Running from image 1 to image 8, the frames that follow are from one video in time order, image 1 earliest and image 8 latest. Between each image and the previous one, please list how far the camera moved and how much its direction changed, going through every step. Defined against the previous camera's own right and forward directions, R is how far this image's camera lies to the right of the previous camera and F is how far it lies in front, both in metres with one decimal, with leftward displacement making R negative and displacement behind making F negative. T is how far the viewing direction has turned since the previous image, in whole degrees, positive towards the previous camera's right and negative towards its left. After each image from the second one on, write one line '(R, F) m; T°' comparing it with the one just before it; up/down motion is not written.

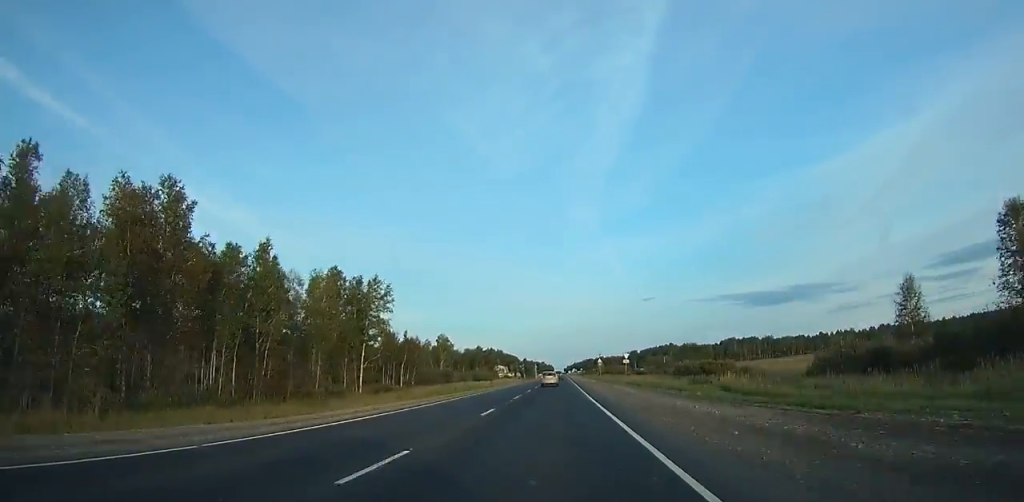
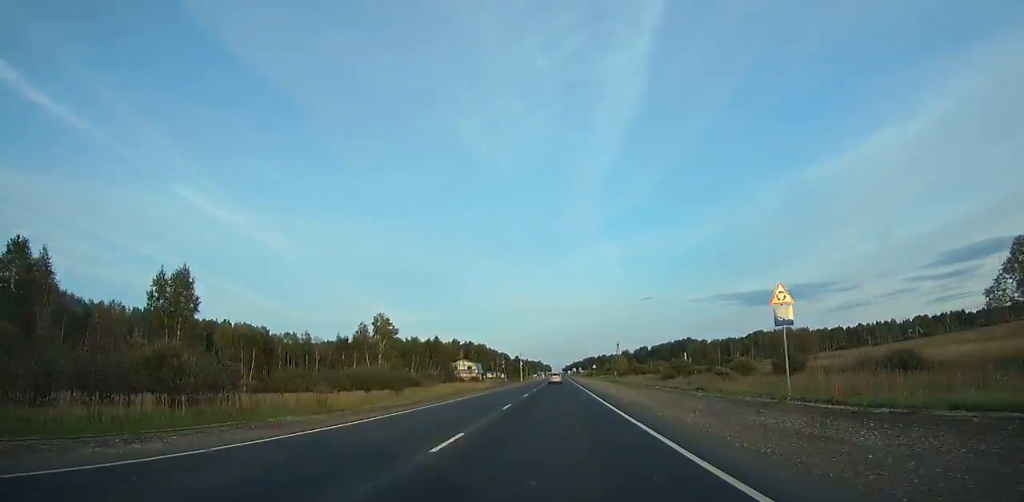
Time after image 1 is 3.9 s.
(-4.0, +90.8) m; 0°
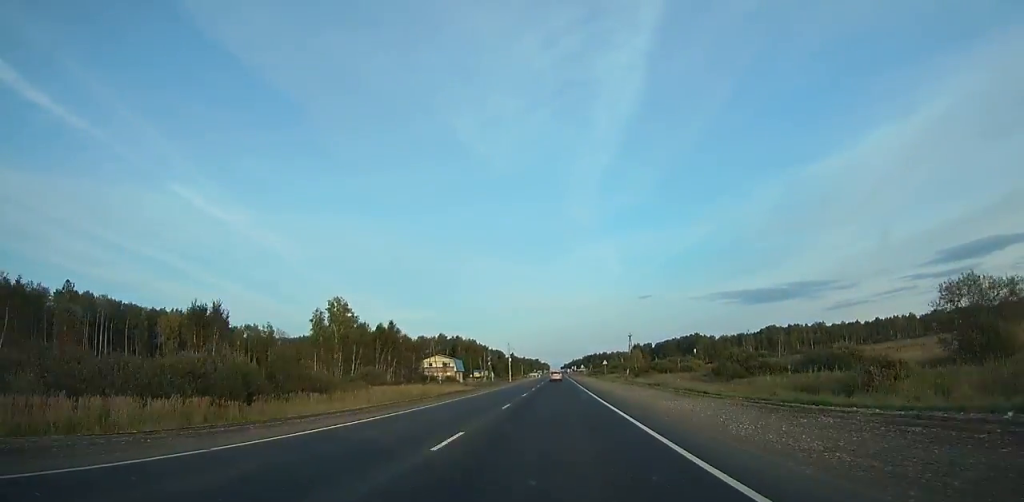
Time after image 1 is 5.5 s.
(+1.0, +36.7) m; +2°
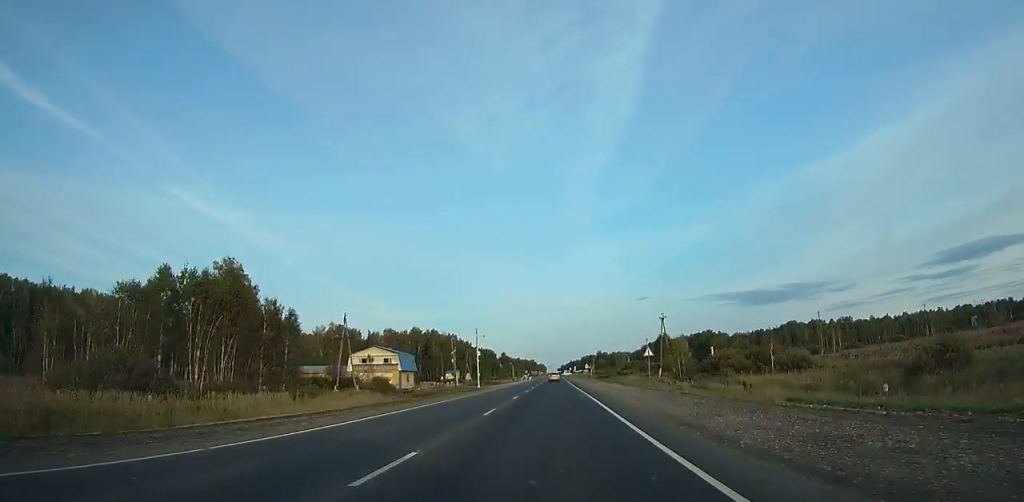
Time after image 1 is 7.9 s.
(0.0, +54.2) m; 0°
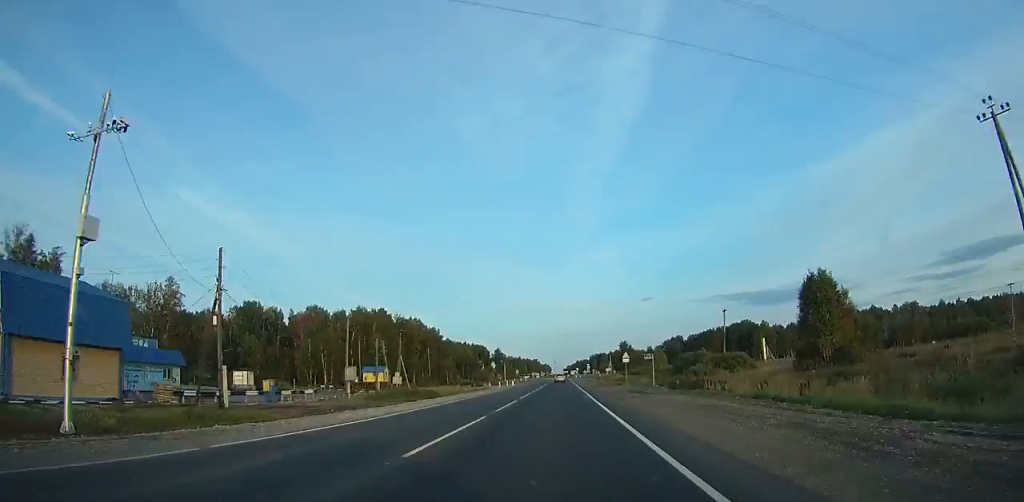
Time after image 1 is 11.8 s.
(+0.3, +85.0) m; 0°
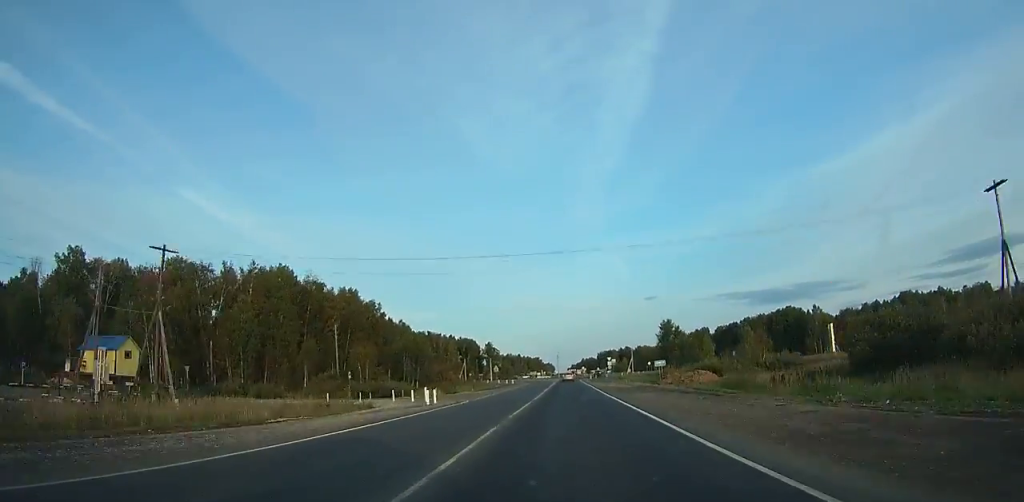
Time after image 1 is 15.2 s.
(-0.1, +68.7) m; 0°
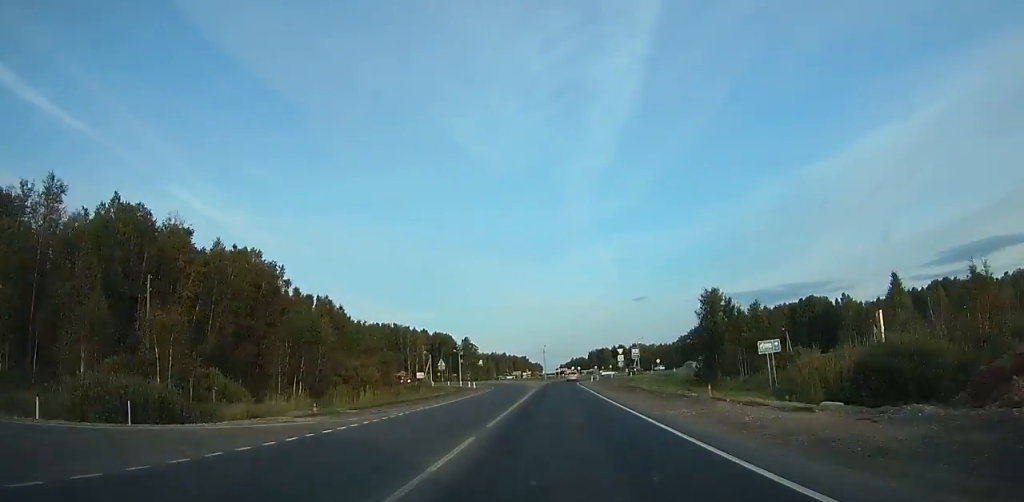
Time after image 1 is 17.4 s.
(+0.2, +40.0) m; 0°
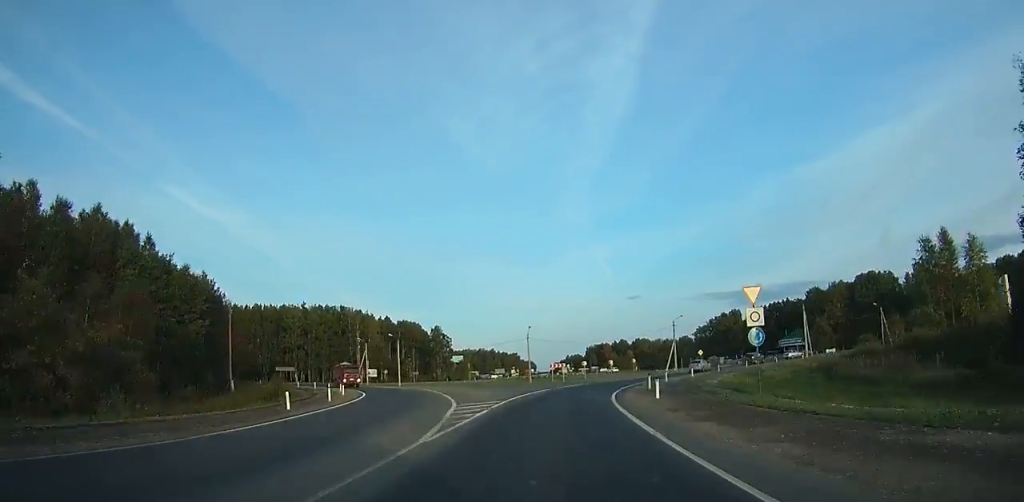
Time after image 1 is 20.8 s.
(+0.2, +53.7) m; +2°
